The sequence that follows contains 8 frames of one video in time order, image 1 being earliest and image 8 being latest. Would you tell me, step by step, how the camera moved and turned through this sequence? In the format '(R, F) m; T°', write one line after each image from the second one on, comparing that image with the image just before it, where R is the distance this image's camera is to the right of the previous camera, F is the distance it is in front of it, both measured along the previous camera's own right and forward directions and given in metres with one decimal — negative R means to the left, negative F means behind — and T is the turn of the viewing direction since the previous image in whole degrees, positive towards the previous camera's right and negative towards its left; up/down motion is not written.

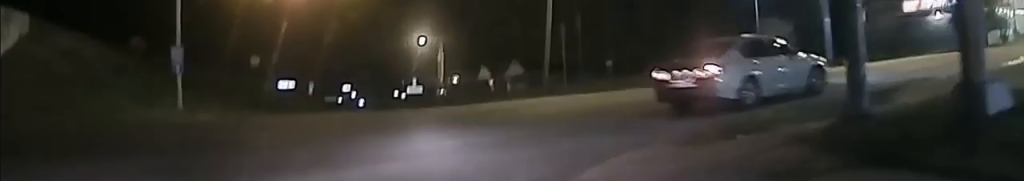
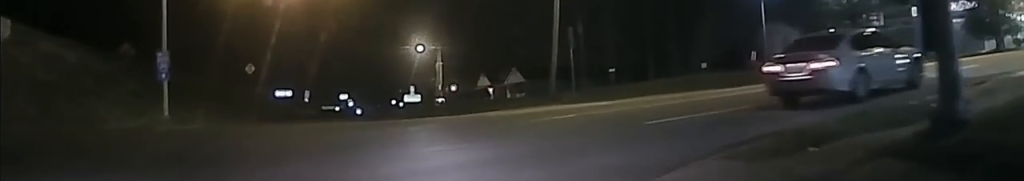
(+0.1, +2.1) m; +3°
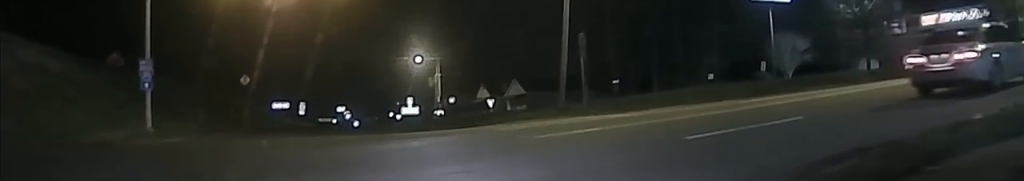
(+0.1, +2.6) m; +4°
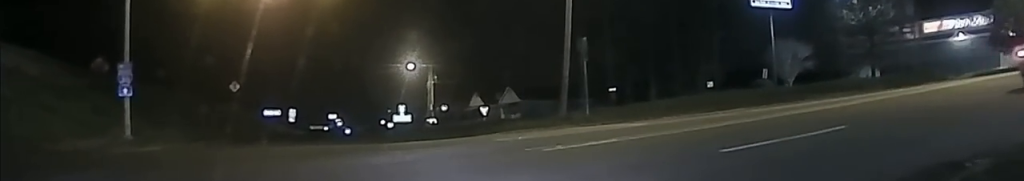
(+0.1, +2.2) m; +4°
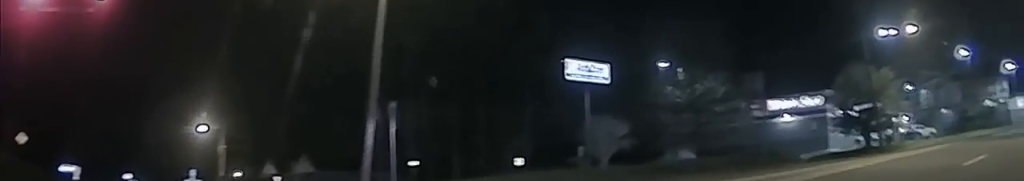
(+0.7, +5.1) m; +23°
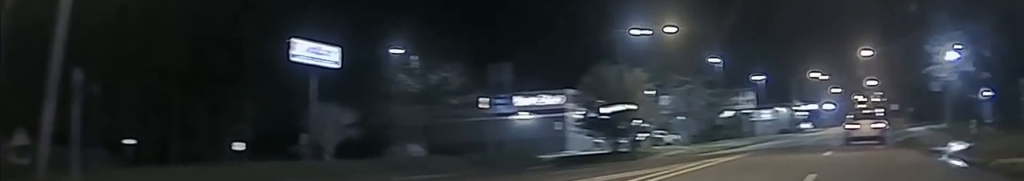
(+0.8, +5.2) m; +13°
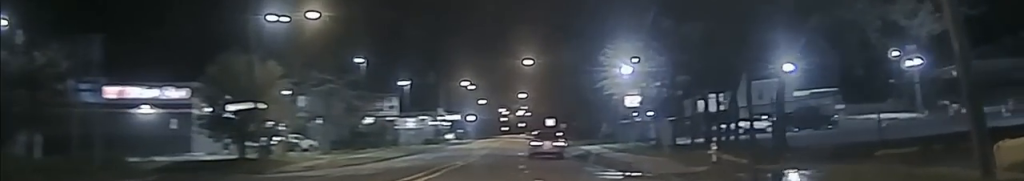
(+1.1, +10.0) m; +13°
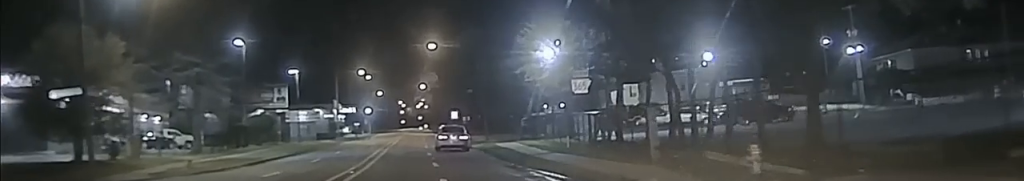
(+0.6, +10.3) m; +3°
